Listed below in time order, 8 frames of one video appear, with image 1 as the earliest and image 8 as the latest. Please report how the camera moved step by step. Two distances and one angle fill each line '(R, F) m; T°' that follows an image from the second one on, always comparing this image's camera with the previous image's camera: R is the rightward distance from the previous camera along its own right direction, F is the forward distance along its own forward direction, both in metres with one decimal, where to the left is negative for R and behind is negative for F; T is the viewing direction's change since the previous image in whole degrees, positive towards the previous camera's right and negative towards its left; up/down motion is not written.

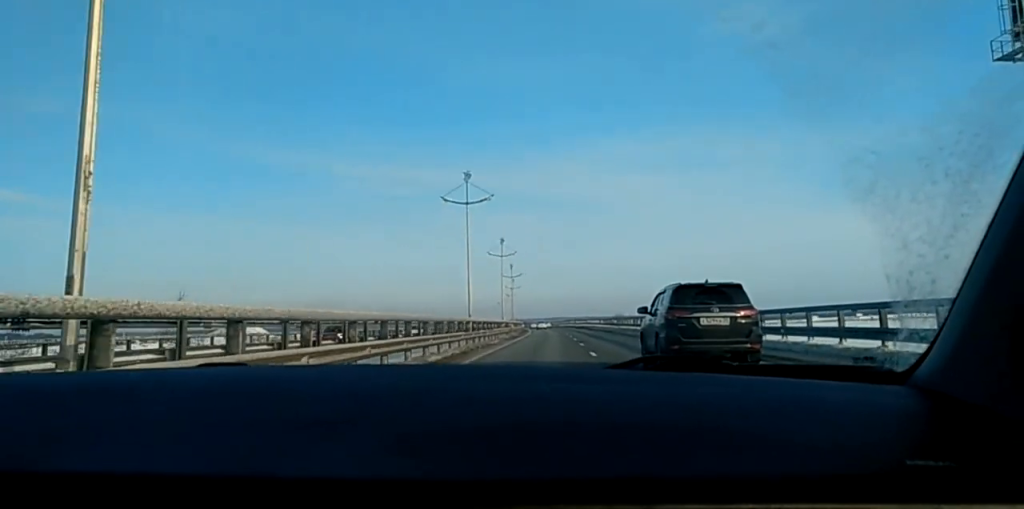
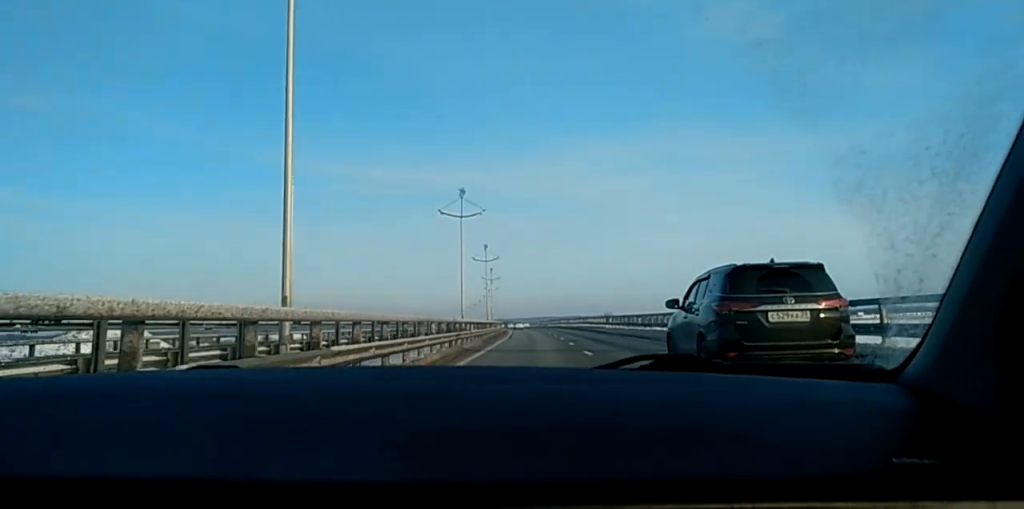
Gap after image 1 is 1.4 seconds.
(+0.6, +35.1) m; +2°
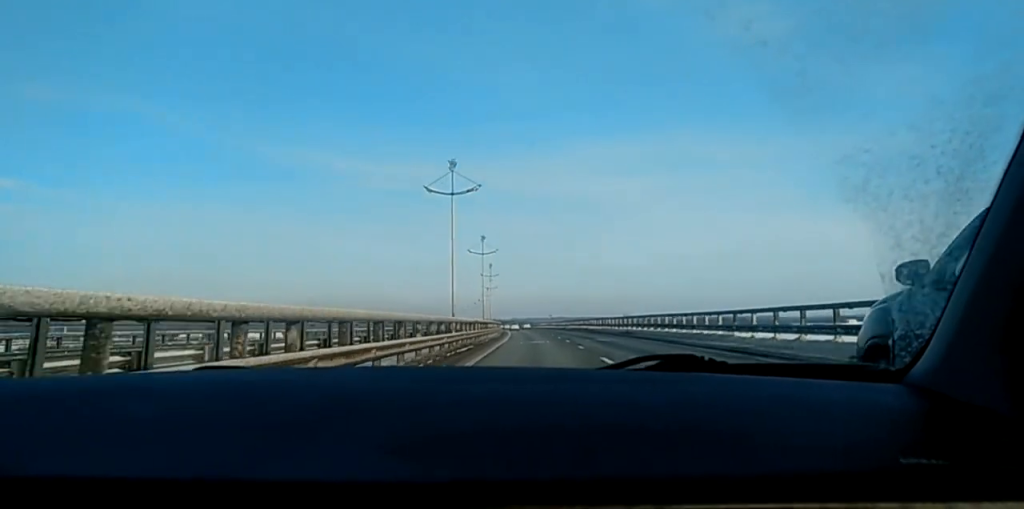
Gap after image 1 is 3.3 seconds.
(+0.7, +51.3) m; 0°
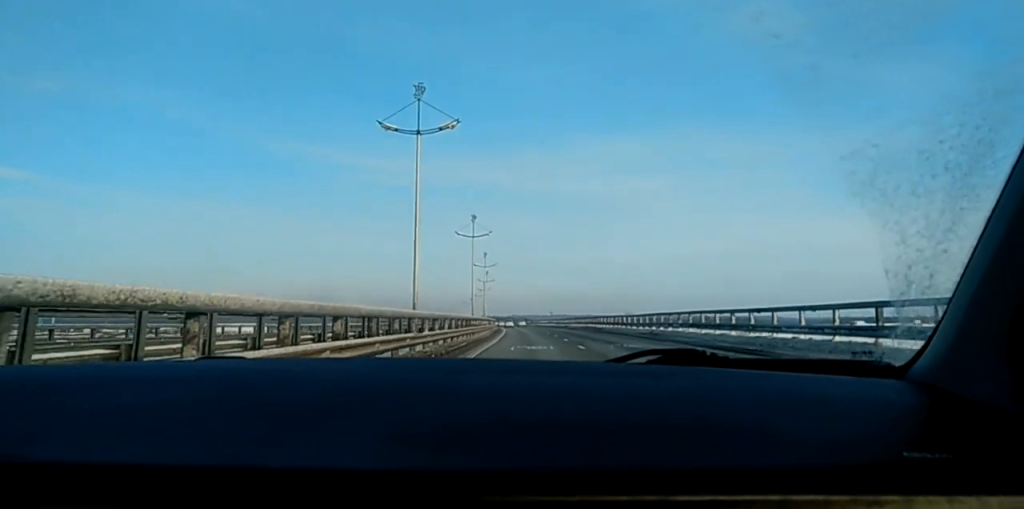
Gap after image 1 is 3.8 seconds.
(-0.1, +15.4) m; -1°
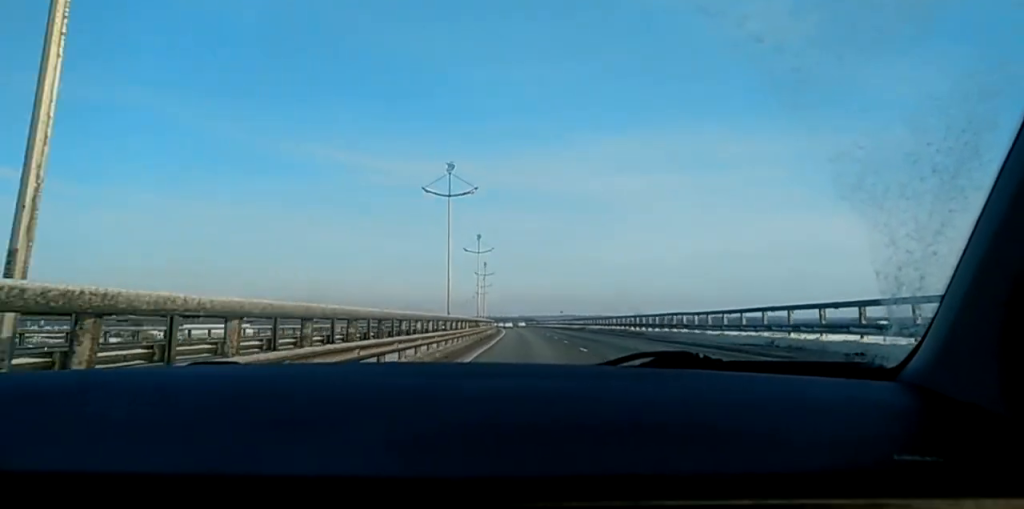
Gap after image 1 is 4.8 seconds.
(-0.2, +26.0) m; 0°
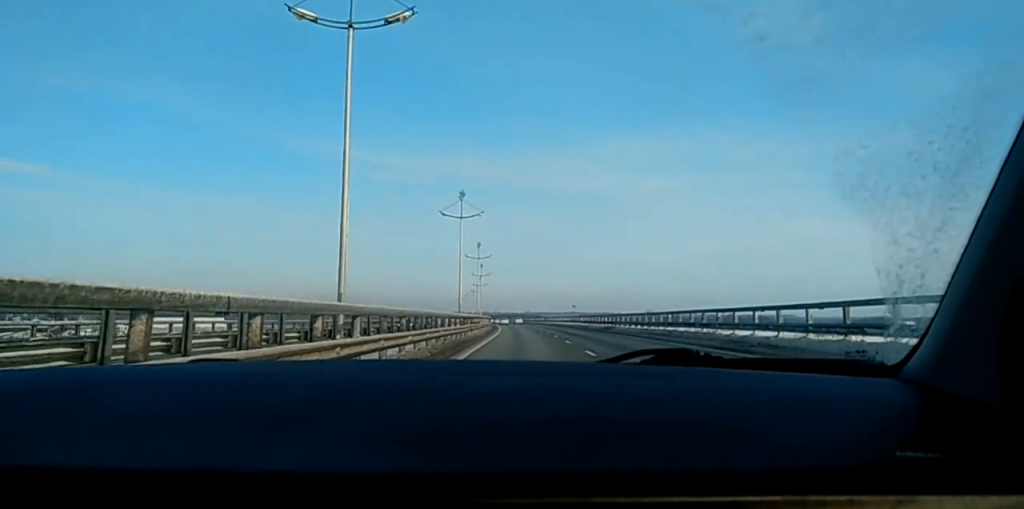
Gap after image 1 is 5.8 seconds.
(-0.1, +29.8) m; -1°
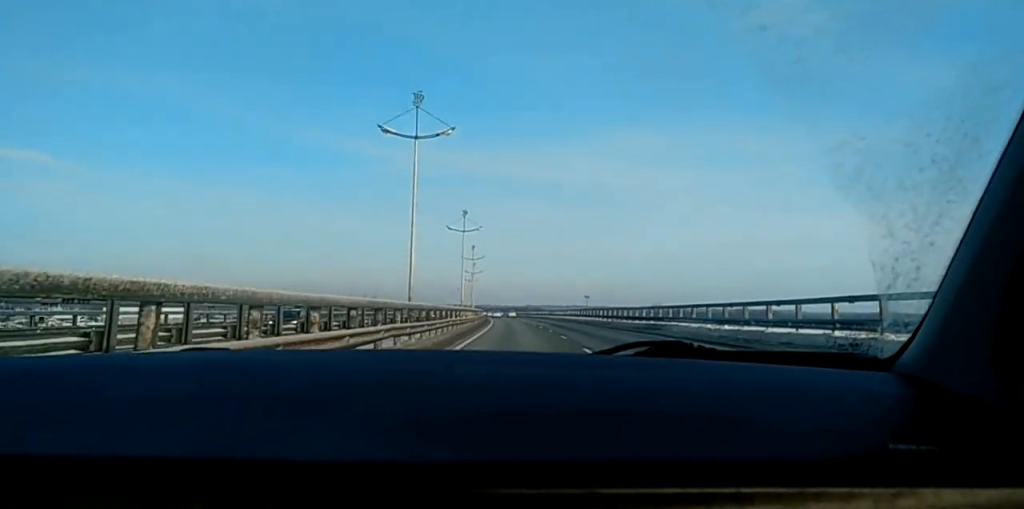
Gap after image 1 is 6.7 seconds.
(-0.4, +26.8) m; -1°
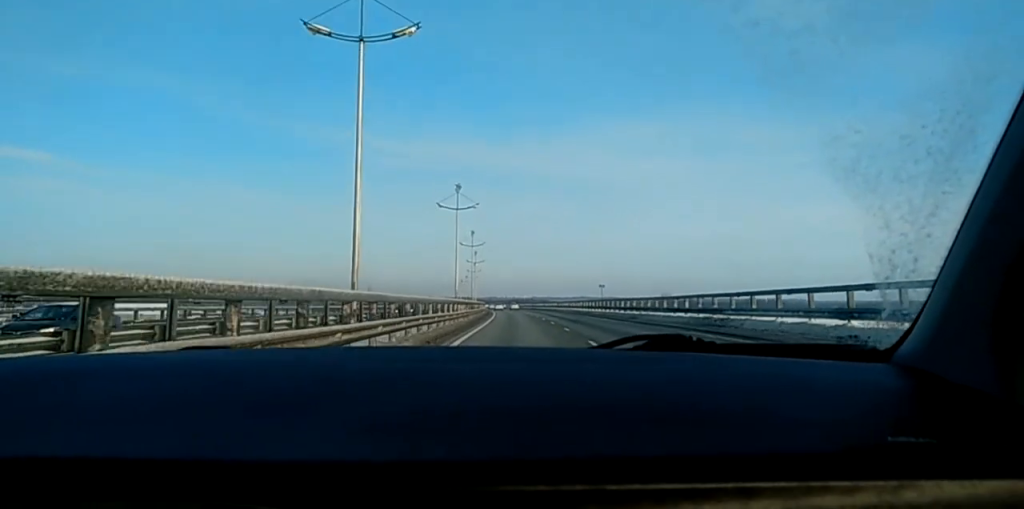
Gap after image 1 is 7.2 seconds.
(0.0, +12.9) m; 0°
